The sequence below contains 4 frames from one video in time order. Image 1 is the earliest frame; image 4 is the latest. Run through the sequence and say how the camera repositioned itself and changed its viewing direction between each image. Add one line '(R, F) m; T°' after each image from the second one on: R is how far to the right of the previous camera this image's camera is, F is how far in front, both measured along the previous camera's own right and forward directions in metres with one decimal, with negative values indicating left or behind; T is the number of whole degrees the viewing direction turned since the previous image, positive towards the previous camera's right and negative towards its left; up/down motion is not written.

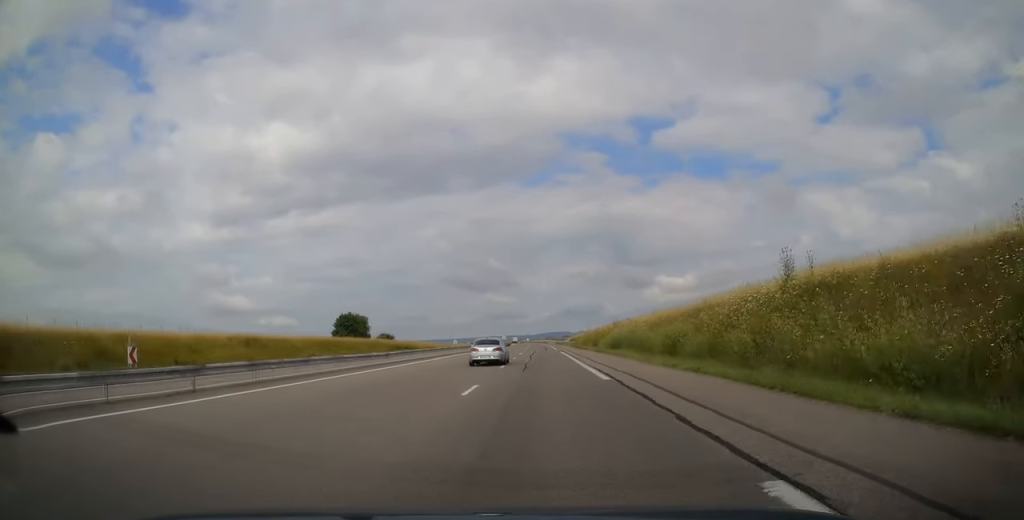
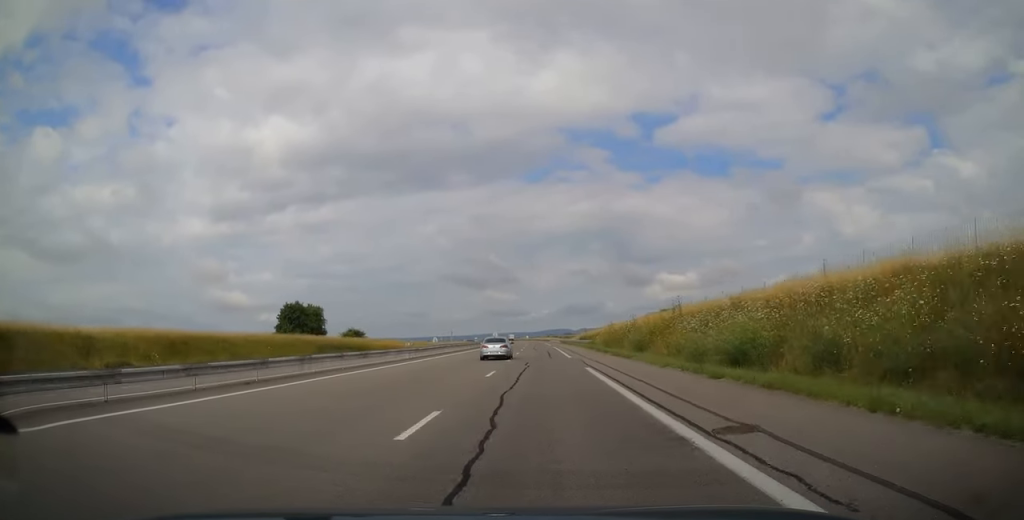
(-0.3, +32.2) m; -1°
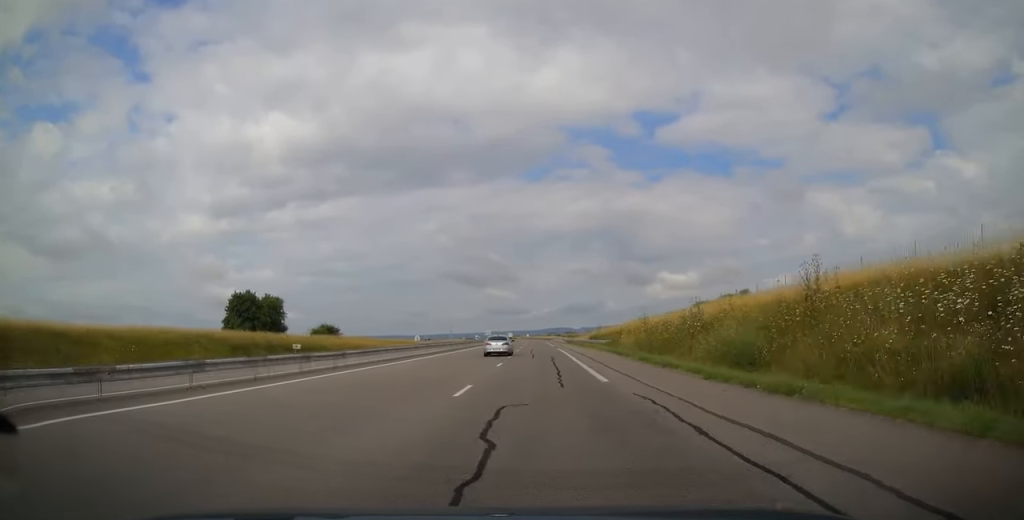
(-0.1, +20.3) m; 0°
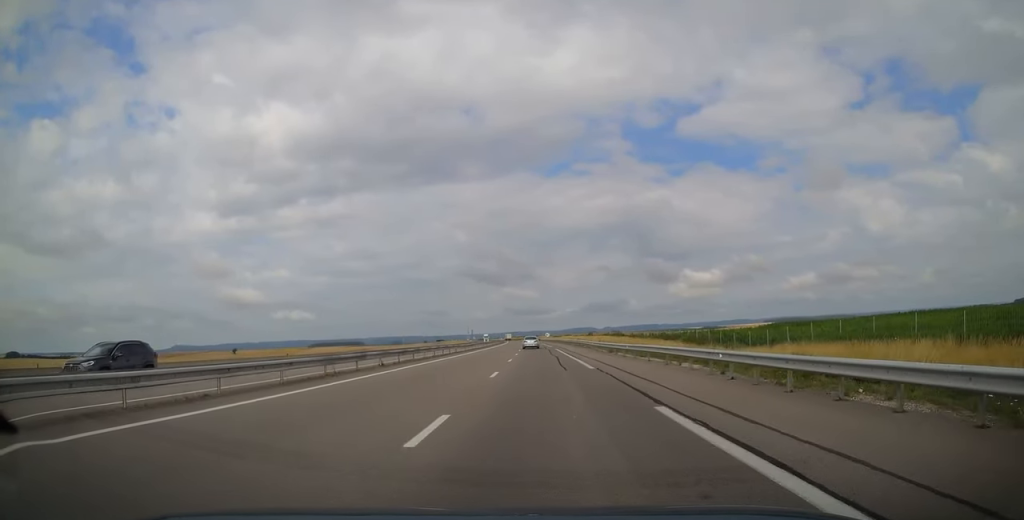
(-1.6, +148.3) m; -2°
